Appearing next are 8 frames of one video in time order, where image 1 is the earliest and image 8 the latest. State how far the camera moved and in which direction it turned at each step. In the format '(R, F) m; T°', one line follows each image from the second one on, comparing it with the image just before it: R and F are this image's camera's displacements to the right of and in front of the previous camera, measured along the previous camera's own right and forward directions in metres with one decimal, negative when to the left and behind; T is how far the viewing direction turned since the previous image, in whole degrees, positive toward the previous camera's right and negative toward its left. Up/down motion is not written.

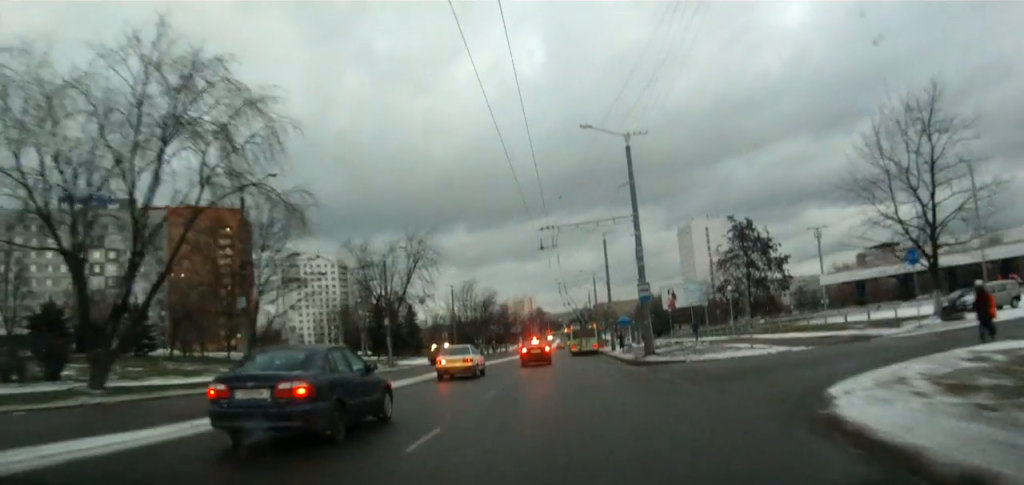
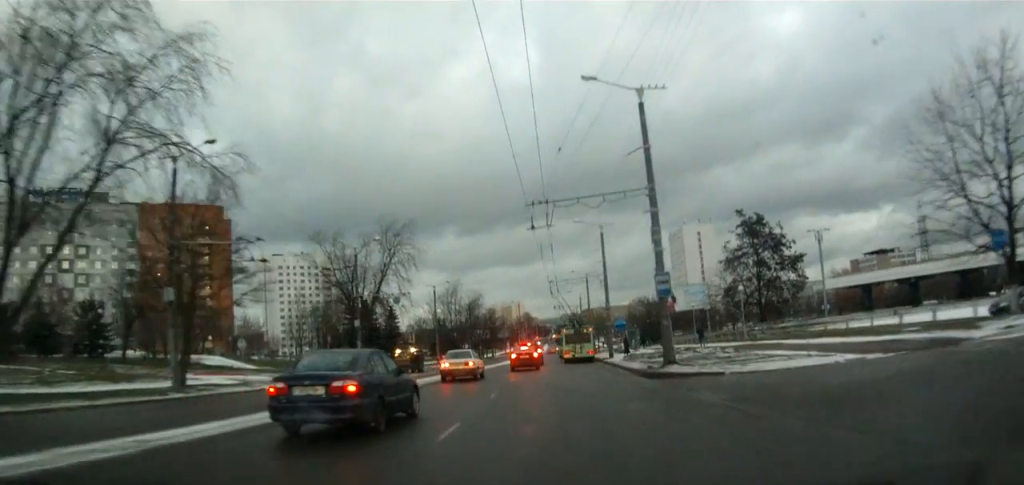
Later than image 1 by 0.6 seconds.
(0.0, +6.2) m; +1°
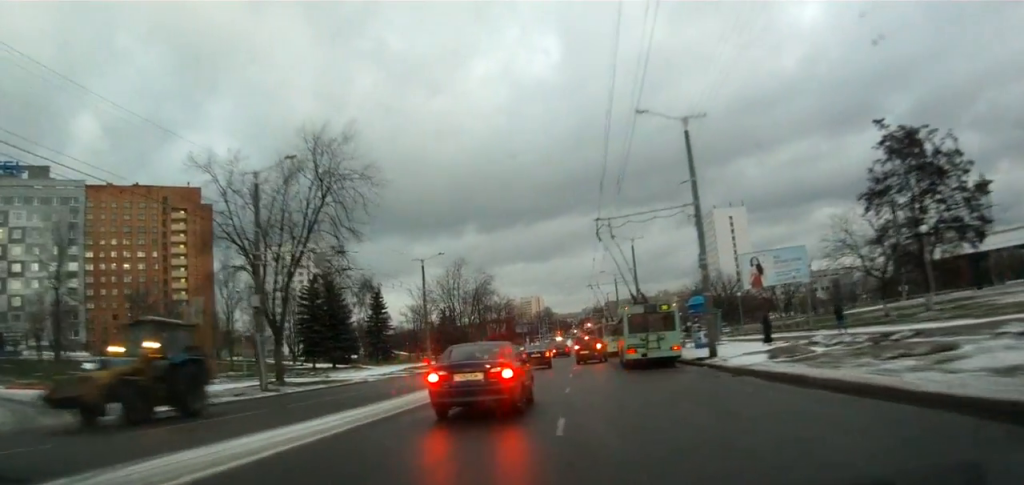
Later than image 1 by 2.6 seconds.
(-0.3, +23.0) m; -3°
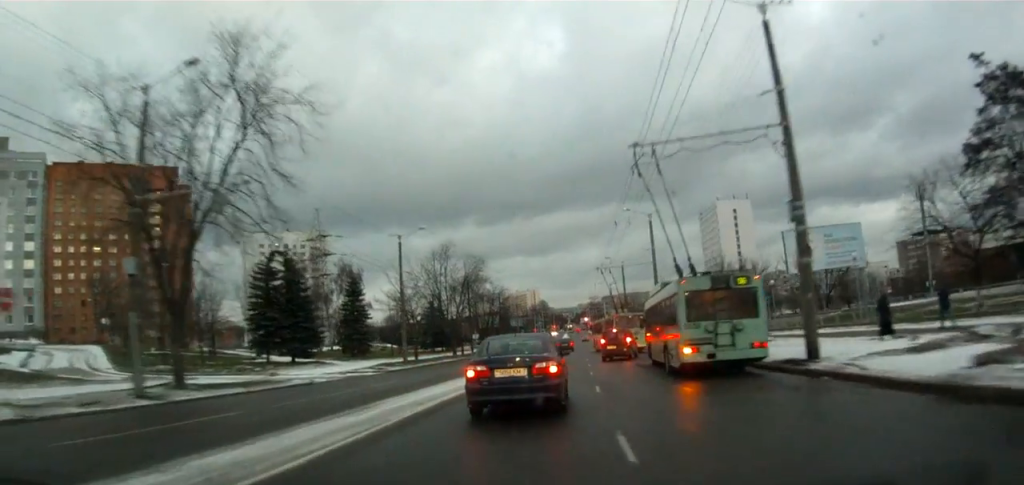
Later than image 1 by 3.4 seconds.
(-0.2, +10.2) m; +1°
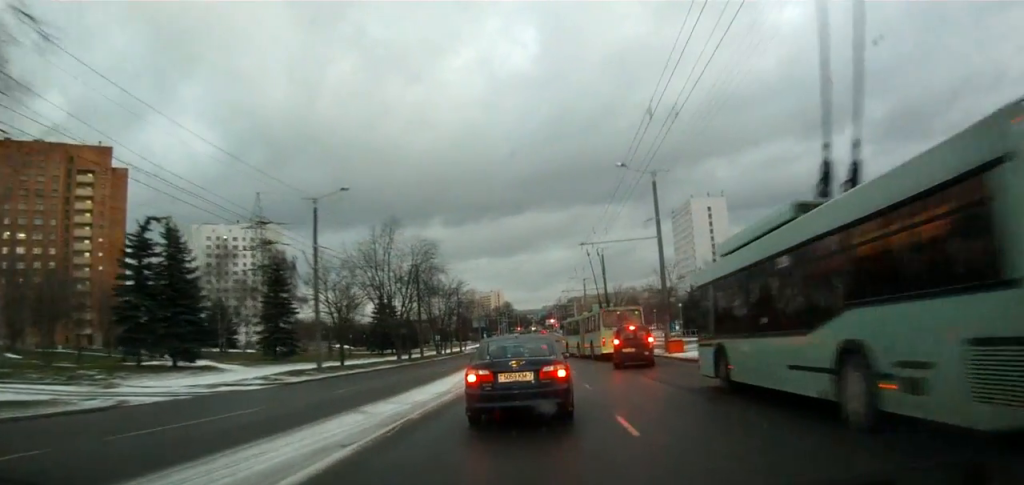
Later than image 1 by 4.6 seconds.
(+0.4, +14.6) m; +3°
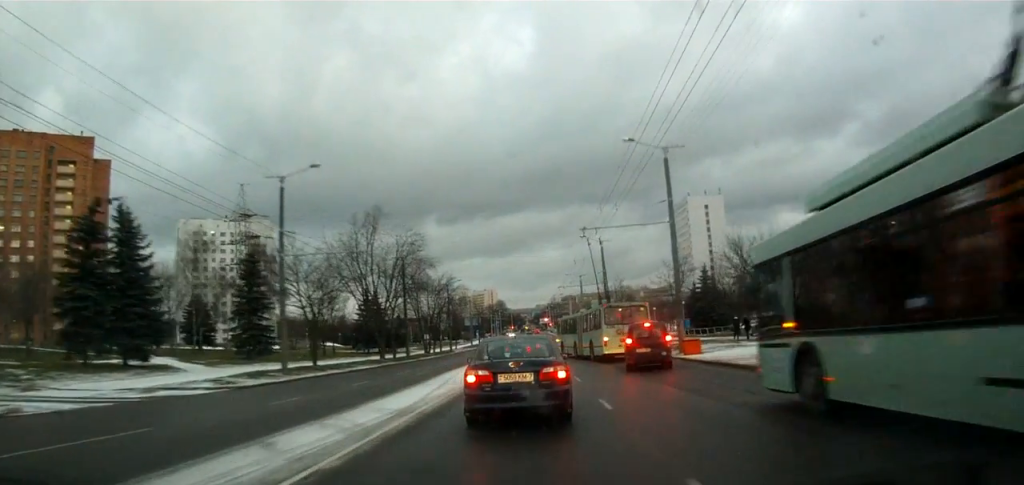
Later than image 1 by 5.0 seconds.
(0.0, +4.9) m; +1°
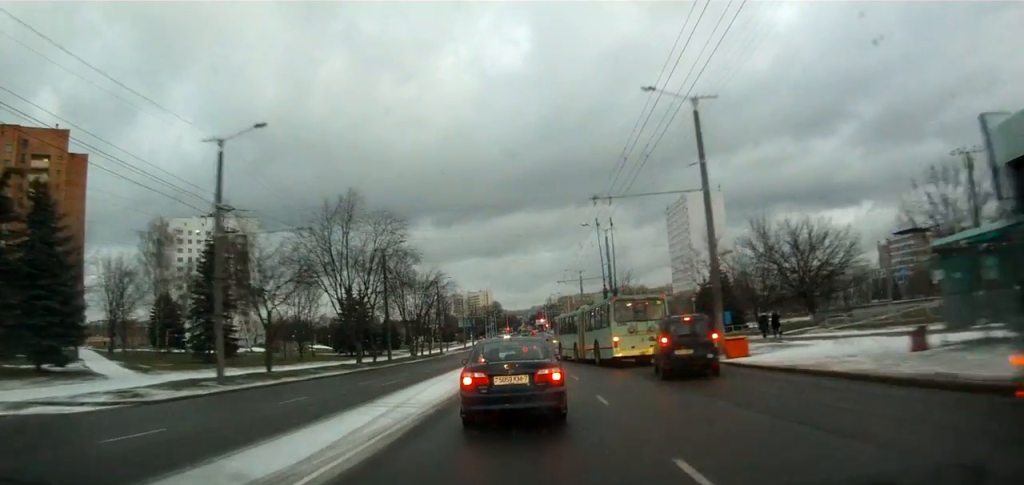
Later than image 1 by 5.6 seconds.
(0.0, +7.4) m; +1°
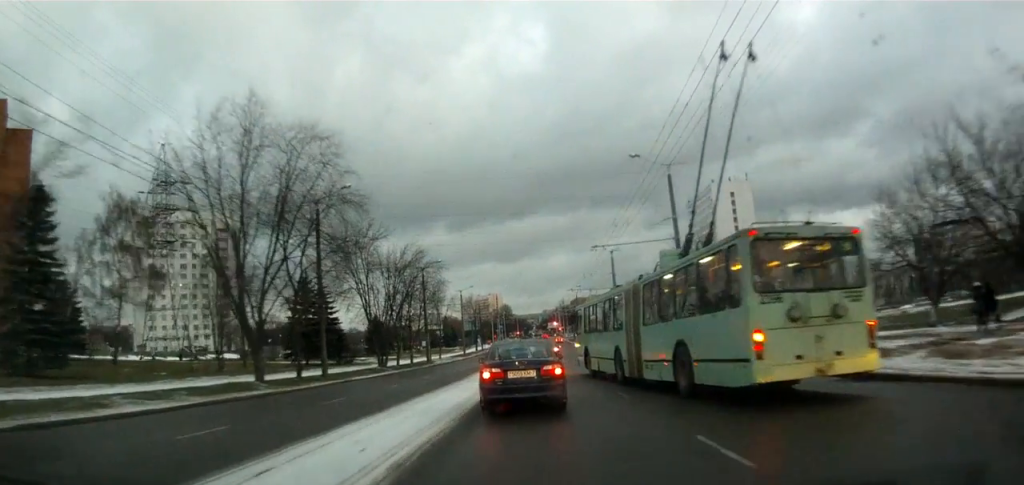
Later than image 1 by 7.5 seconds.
(+0.5, +22.6) m; 0°
